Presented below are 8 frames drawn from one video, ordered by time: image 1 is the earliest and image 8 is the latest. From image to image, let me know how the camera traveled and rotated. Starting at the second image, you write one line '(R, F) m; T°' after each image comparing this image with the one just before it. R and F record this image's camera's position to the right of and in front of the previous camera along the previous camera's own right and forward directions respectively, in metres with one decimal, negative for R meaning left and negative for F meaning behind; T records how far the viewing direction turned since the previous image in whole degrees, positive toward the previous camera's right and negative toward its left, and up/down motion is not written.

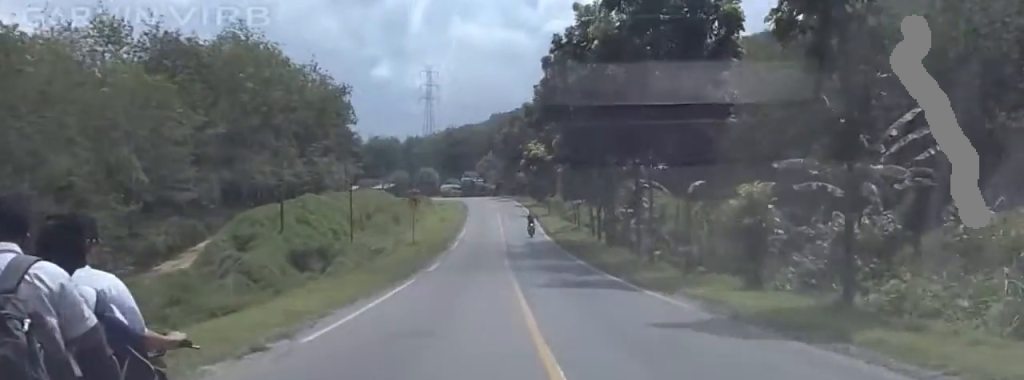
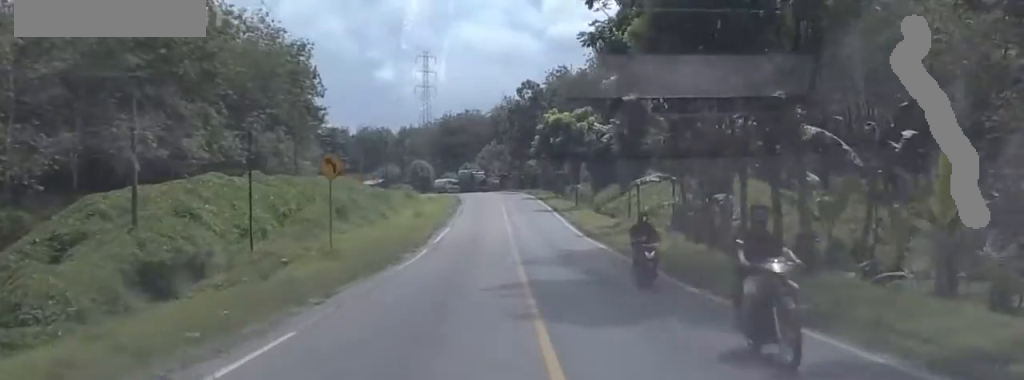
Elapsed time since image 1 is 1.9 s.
(-1.8, +29.7) m; -4°
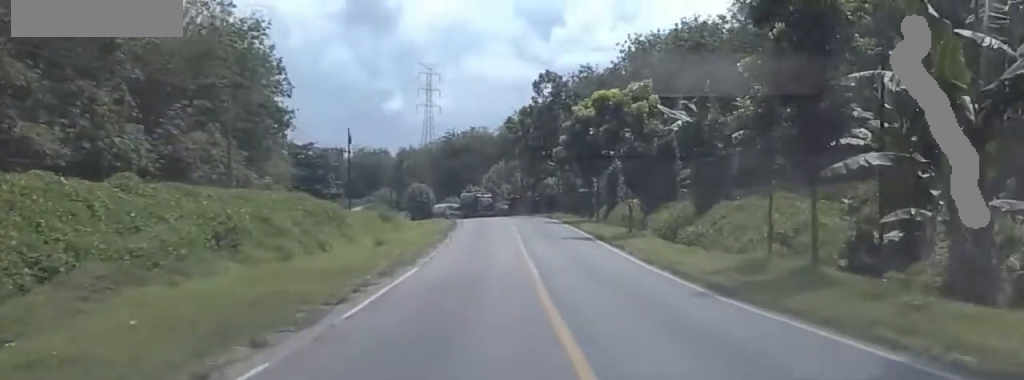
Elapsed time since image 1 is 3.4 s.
(-0.6, +23.5) m; -7°
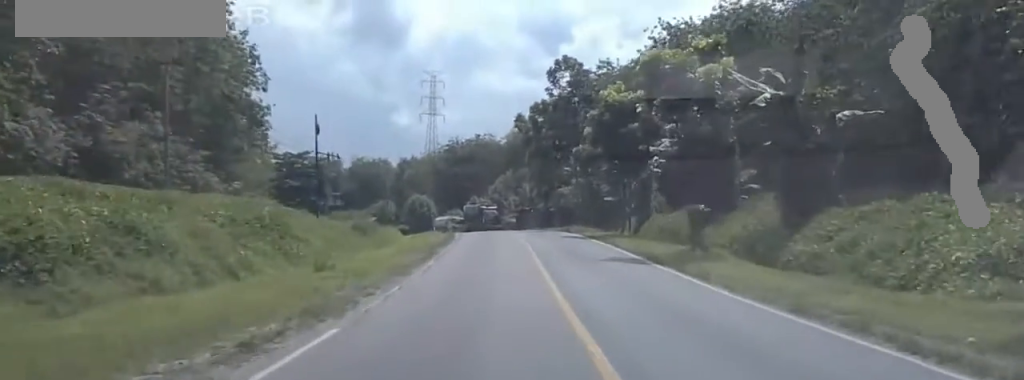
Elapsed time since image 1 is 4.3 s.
(-1.0, +12.9) m; -5°
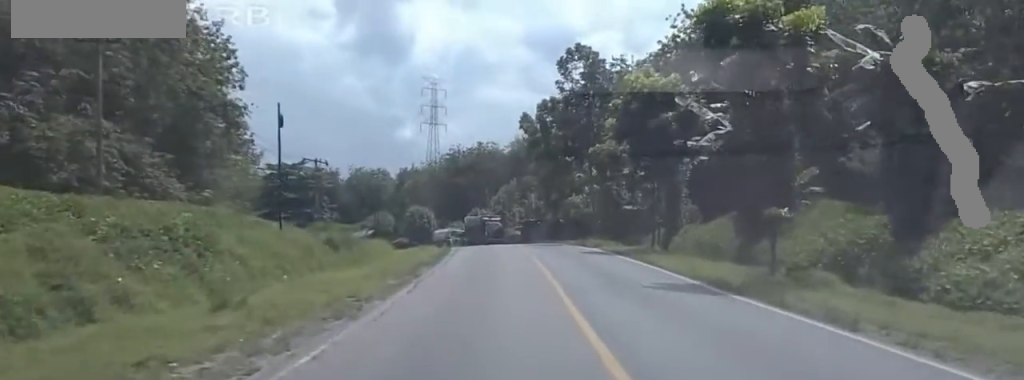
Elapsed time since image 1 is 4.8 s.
(0.0, +8.7) m; 0°
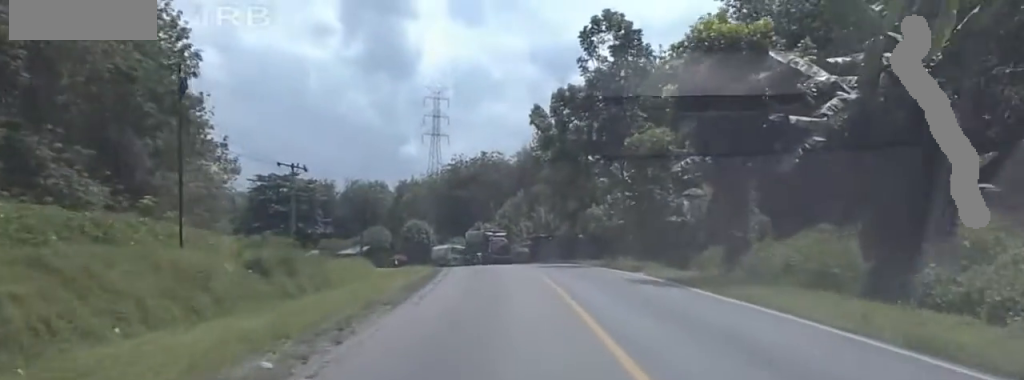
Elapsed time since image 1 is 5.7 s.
(0.0, +13.1) m; 0°
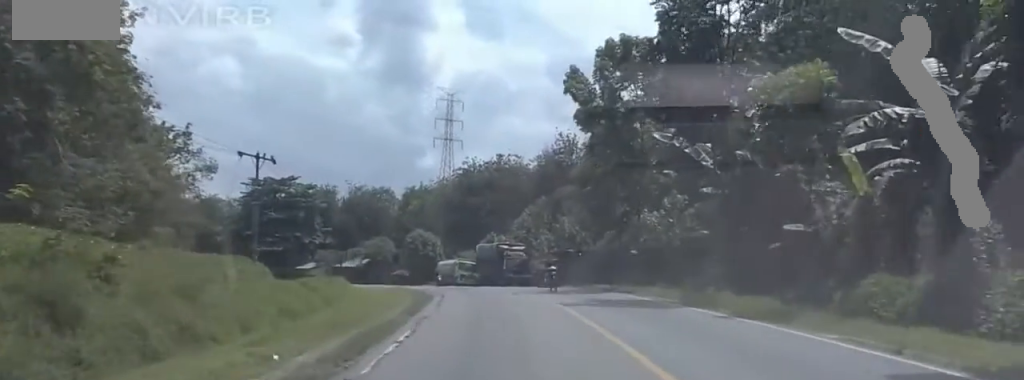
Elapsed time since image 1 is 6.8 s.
(0.0, +17.6) m; -3°
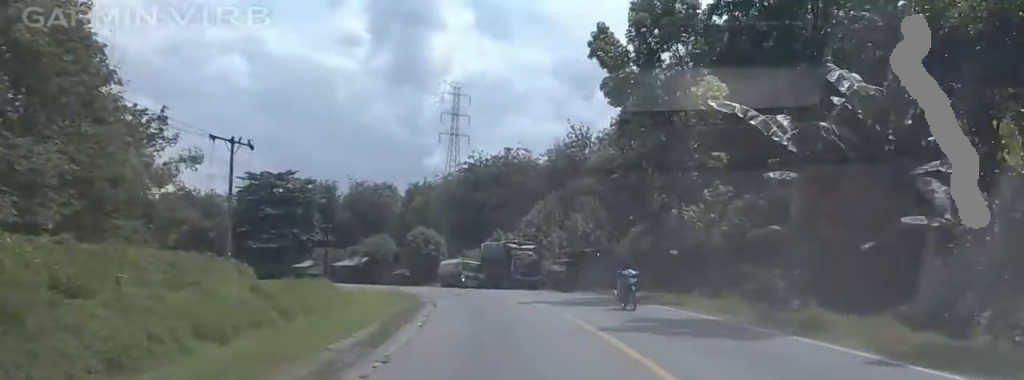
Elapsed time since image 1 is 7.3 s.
(+0.2, +8.2) m; -3°
